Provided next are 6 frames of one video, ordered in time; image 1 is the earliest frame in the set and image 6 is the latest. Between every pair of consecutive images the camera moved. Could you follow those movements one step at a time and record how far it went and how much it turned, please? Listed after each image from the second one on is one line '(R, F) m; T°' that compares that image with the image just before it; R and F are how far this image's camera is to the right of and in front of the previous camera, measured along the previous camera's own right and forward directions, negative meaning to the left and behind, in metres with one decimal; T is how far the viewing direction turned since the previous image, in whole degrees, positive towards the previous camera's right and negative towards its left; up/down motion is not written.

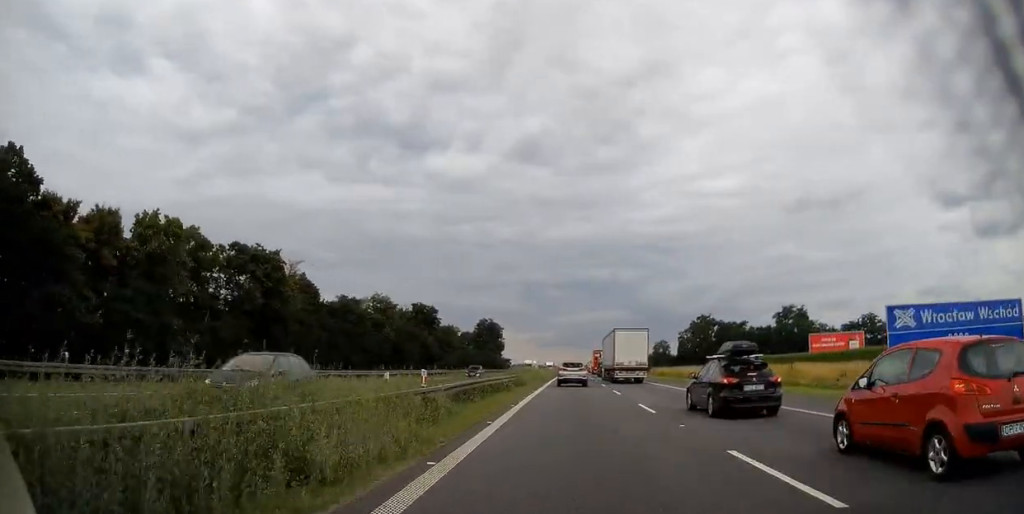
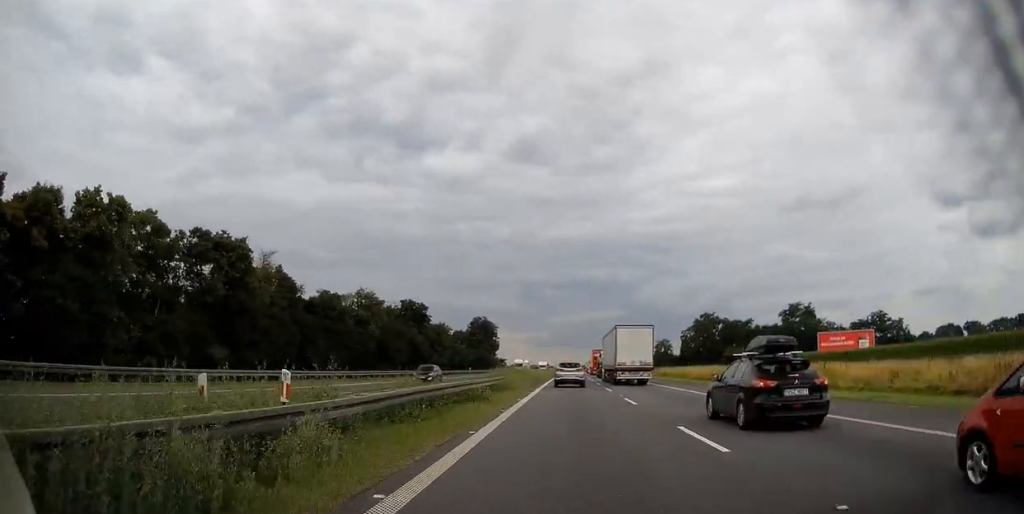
(+0.1, +8.6) m; 0°
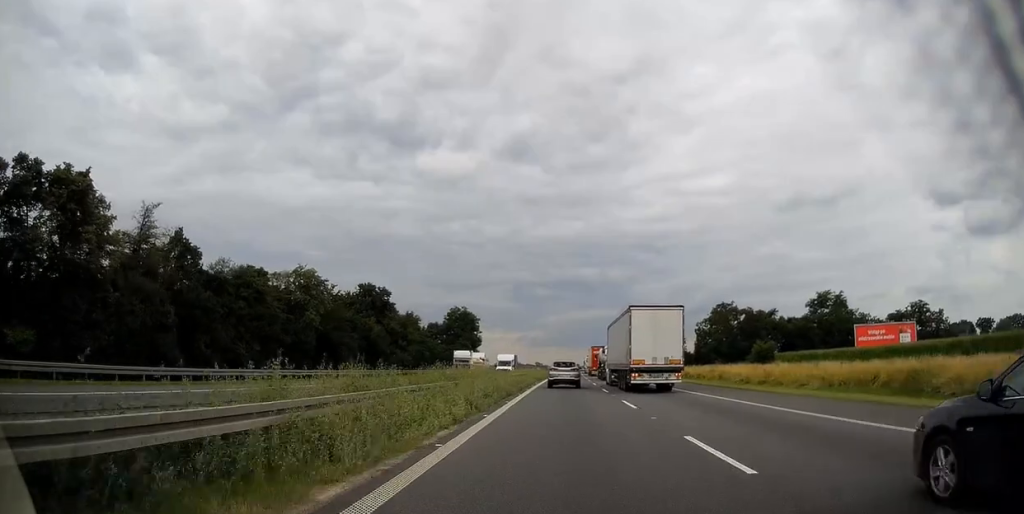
(-0.1, +25.6) m; 0°
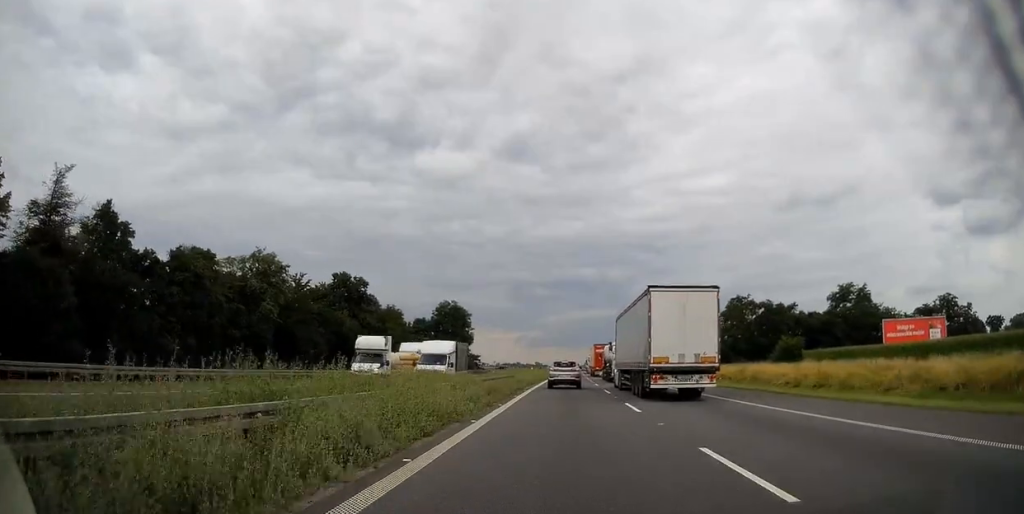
(+0.1, +13.5) m; 0°
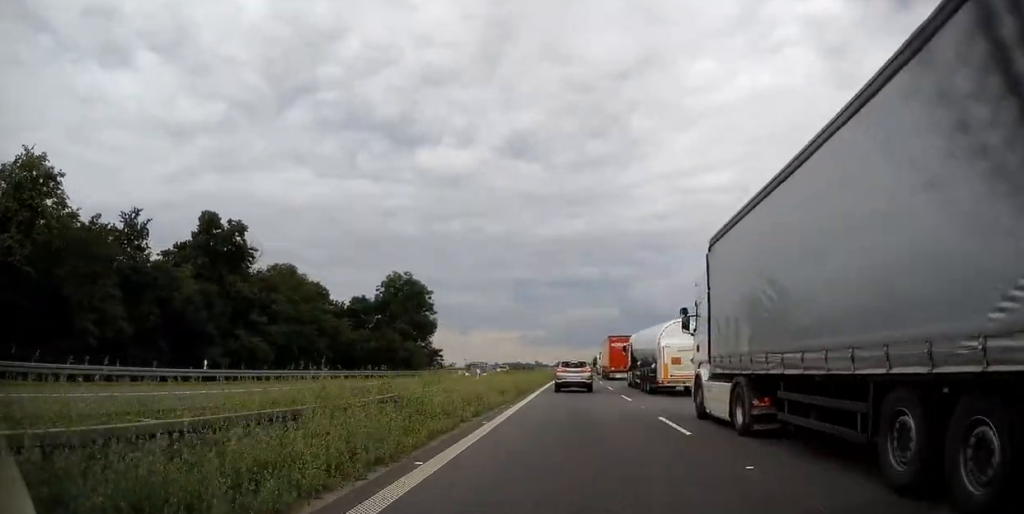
(-0.4, +41.3) m; -2°
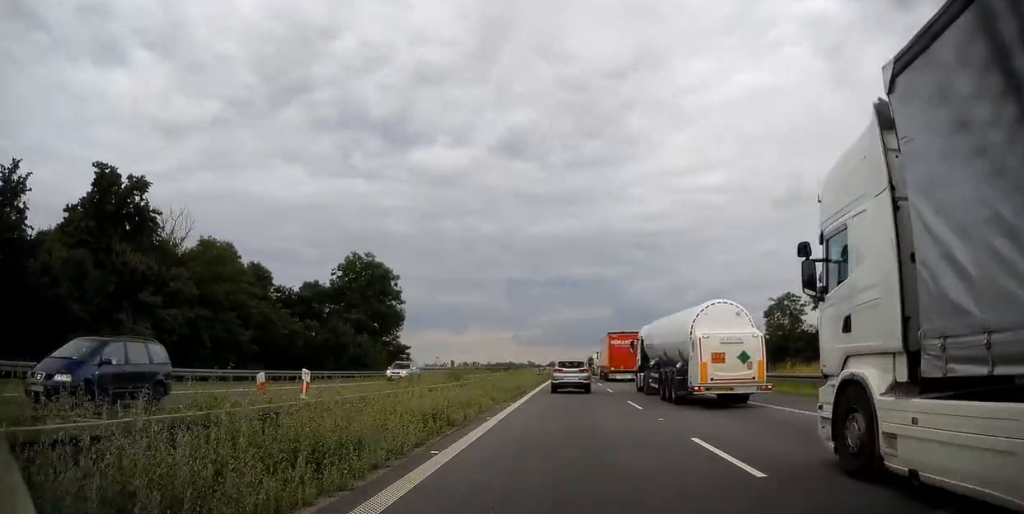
(+0.1, +16.5) m; +1°
